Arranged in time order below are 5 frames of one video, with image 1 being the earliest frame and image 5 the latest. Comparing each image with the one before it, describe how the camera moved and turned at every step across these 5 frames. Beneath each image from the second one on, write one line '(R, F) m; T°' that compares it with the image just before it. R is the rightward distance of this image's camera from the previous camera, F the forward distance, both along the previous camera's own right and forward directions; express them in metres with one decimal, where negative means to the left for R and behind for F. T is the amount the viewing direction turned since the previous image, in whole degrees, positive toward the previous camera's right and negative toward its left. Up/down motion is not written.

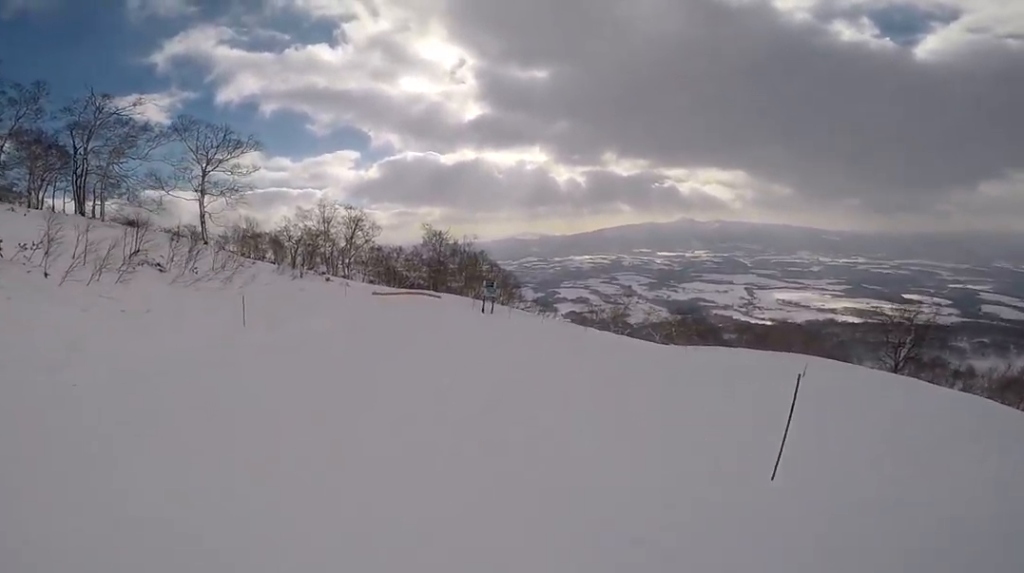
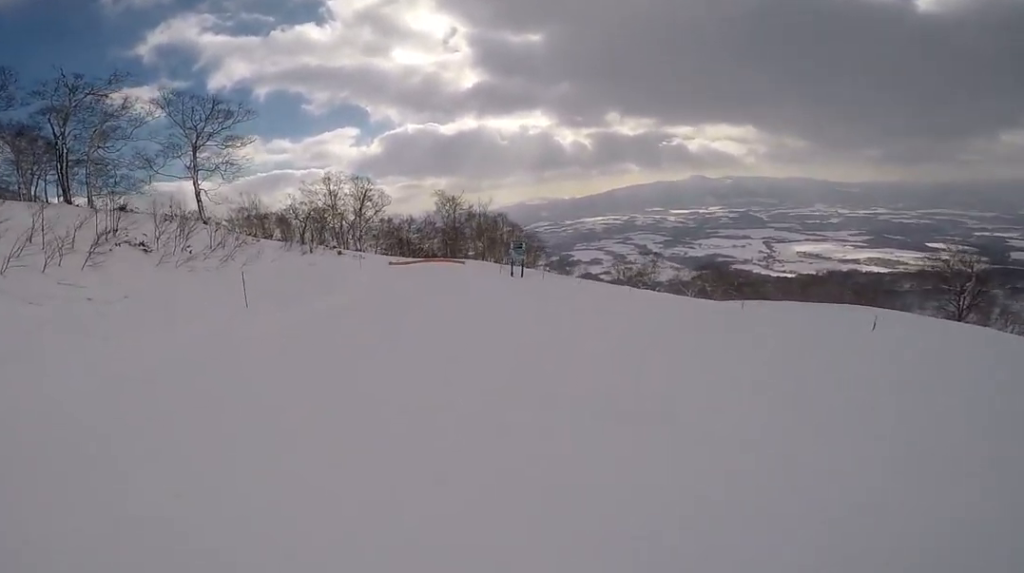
(+0.1, +3.6) m; -3°
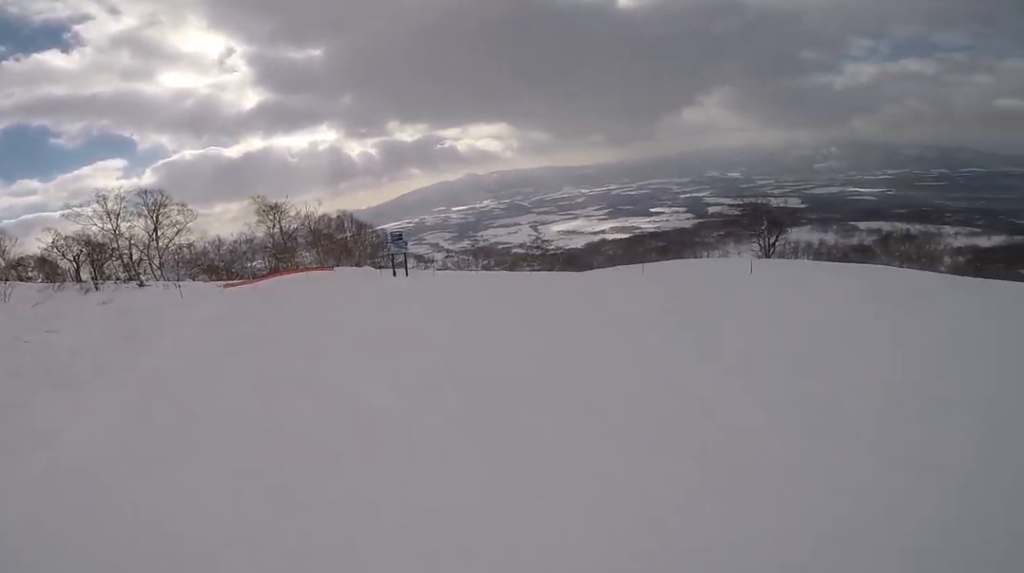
(-0.2, +10.3) m; +11°
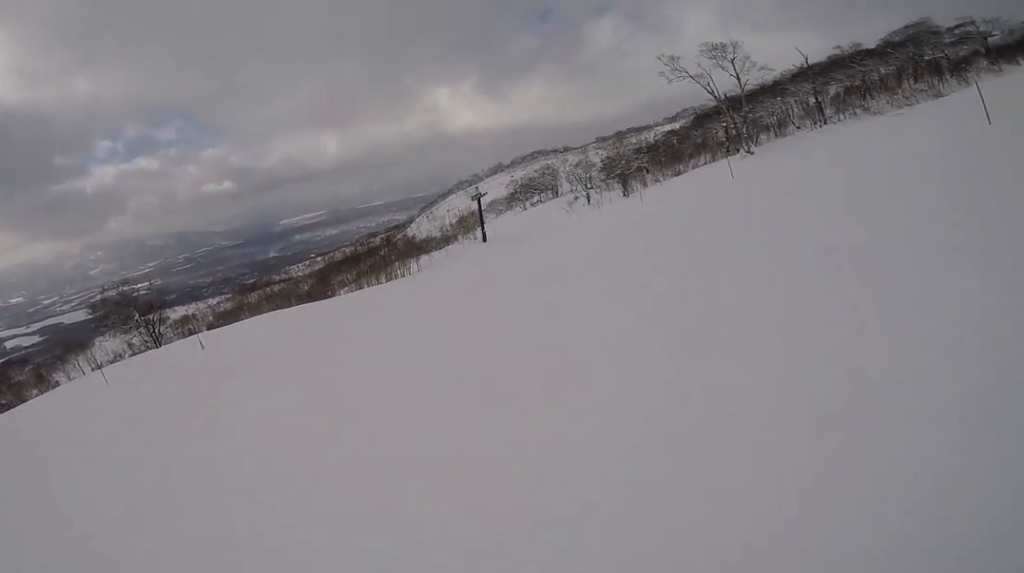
(+6.2, +11.0) m; +68°
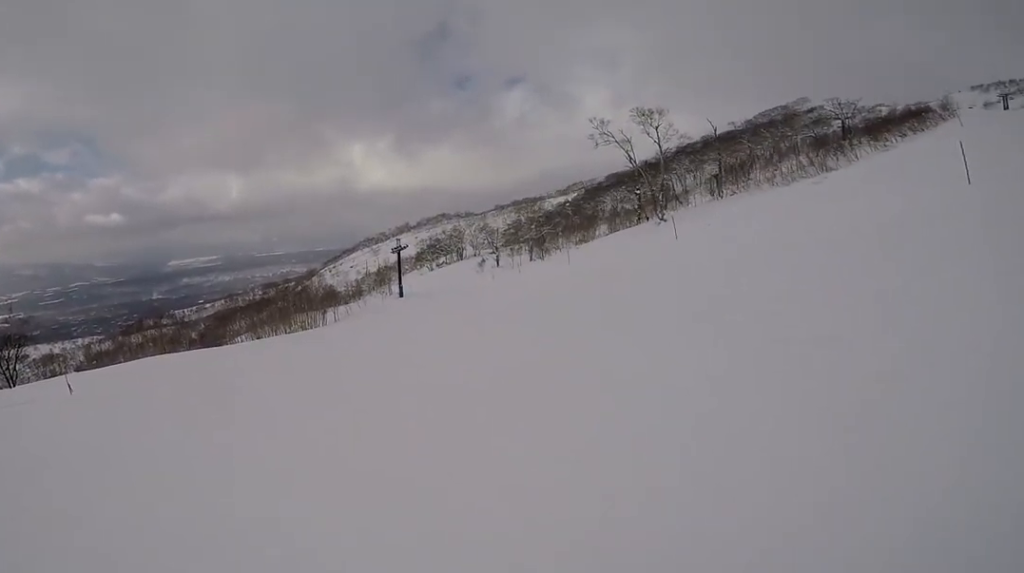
(+1.4, +5.0) m; +20°
